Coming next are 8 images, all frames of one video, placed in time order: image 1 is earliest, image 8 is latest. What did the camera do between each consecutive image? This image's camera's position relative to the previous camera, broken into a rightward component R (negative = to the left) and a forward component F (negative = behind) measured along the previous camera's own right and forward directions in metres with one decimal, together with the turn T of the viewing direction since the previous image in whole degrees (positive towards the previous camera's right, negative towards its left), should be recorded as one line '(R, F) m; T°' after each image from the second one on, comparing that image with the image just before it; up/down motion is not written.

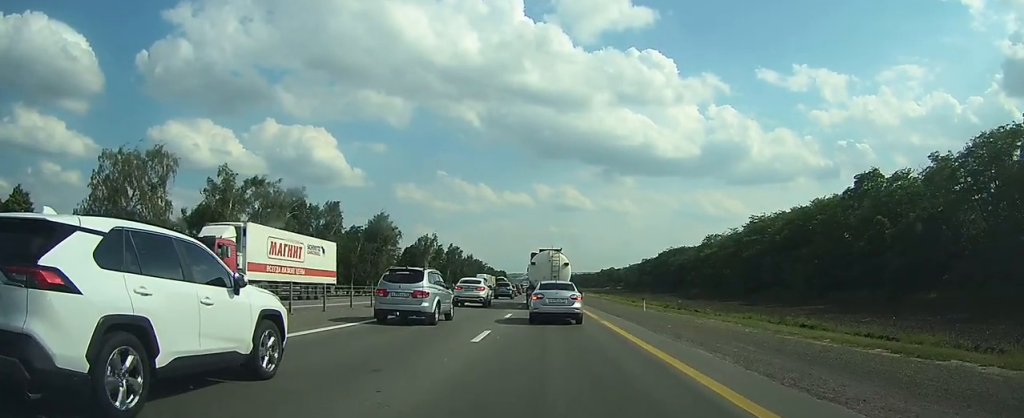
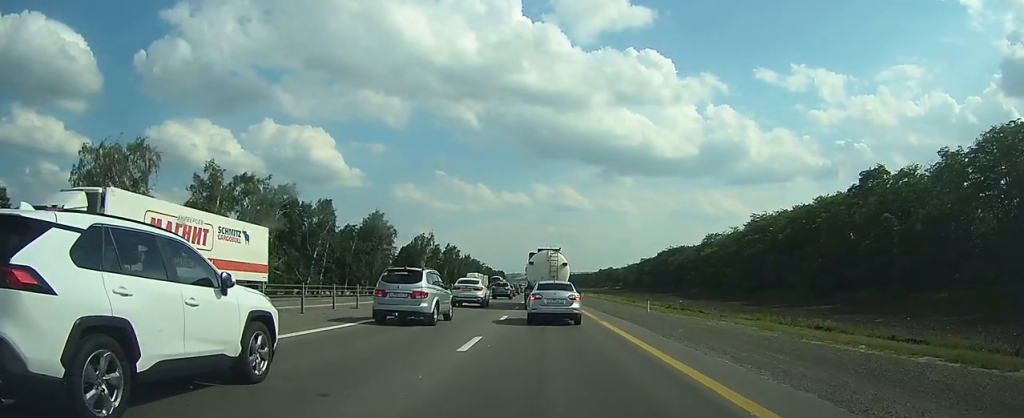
(0.0, +1.7) m; 0°
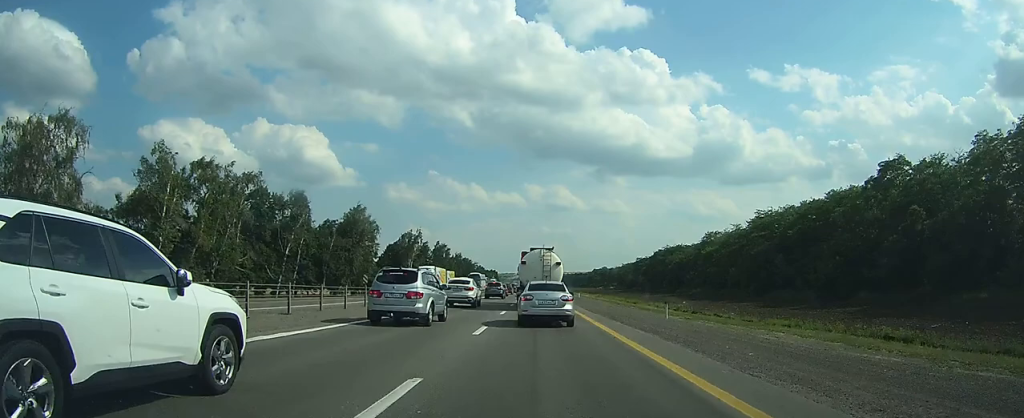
(+0.1, +6.2) m; +3°
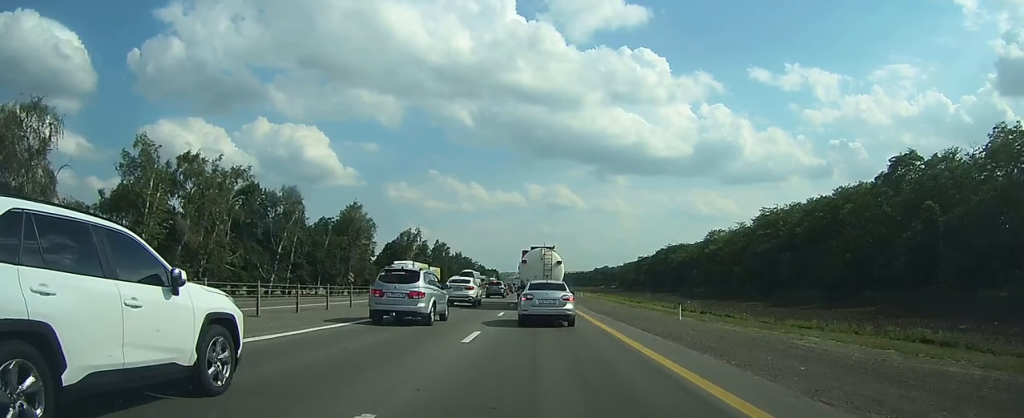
(0.0, +2.3) m; +2°
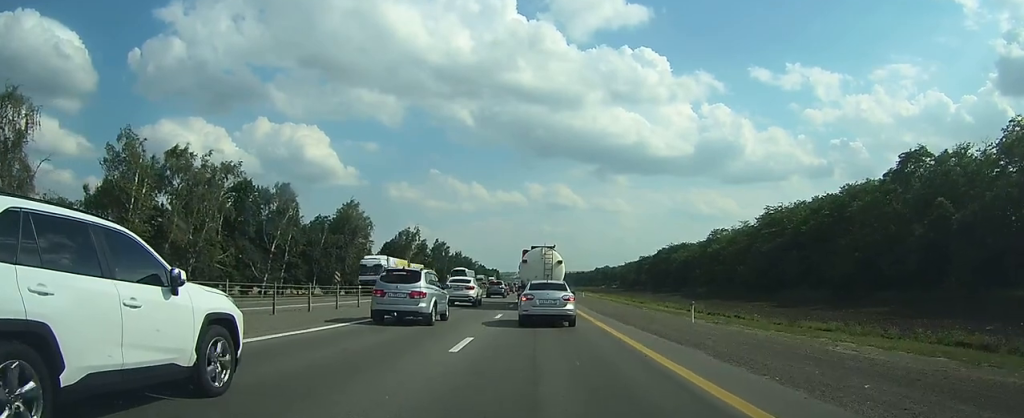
(0.0, +2.0) m; +1°
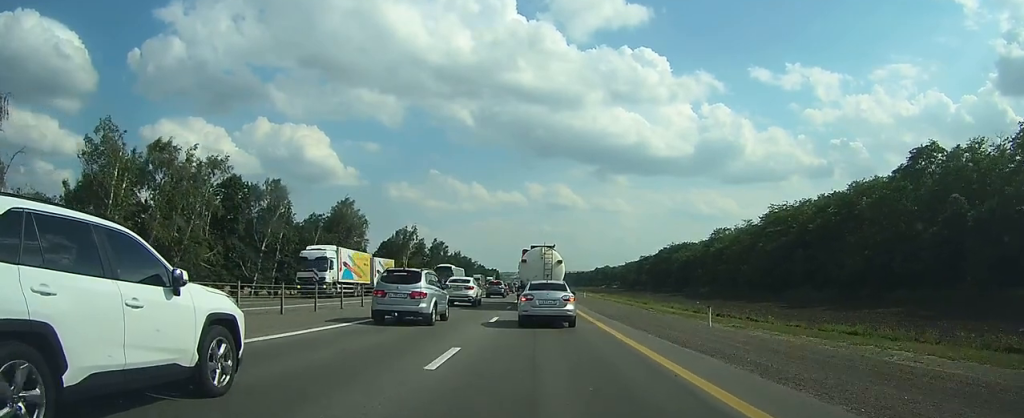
(0.0, +2.4) m; +1°
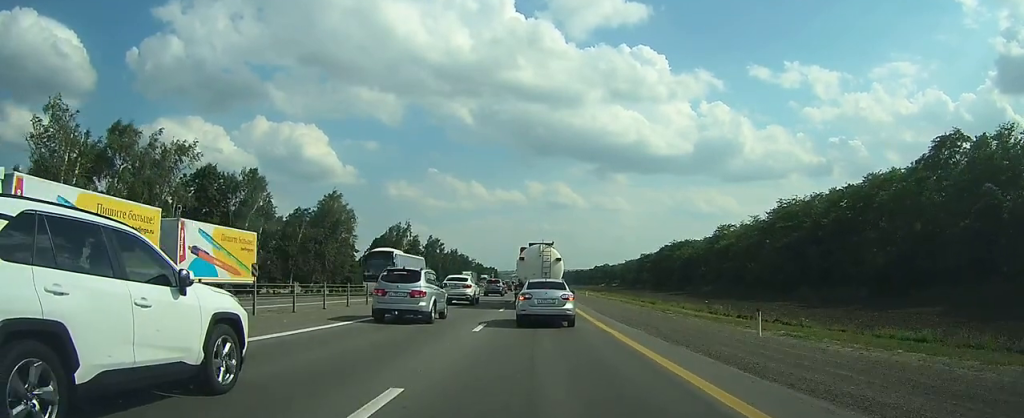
(+0.1, +5.0) m; +1°
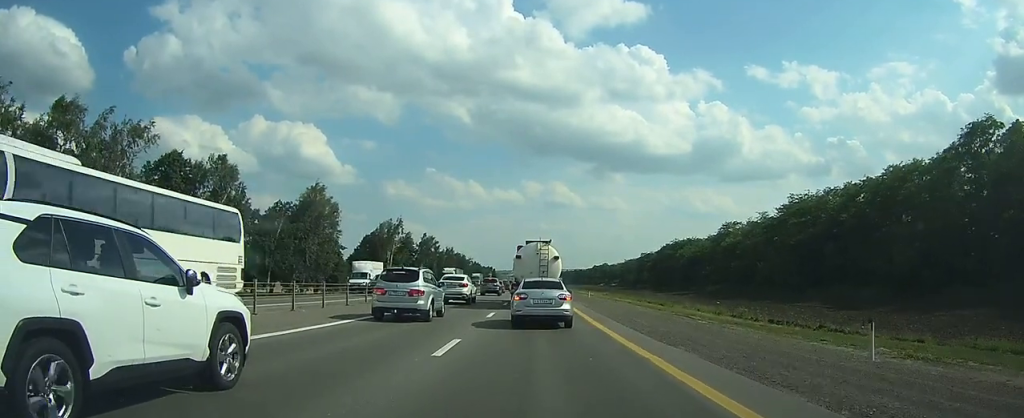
(-0.1, +5.8) m; -1°
